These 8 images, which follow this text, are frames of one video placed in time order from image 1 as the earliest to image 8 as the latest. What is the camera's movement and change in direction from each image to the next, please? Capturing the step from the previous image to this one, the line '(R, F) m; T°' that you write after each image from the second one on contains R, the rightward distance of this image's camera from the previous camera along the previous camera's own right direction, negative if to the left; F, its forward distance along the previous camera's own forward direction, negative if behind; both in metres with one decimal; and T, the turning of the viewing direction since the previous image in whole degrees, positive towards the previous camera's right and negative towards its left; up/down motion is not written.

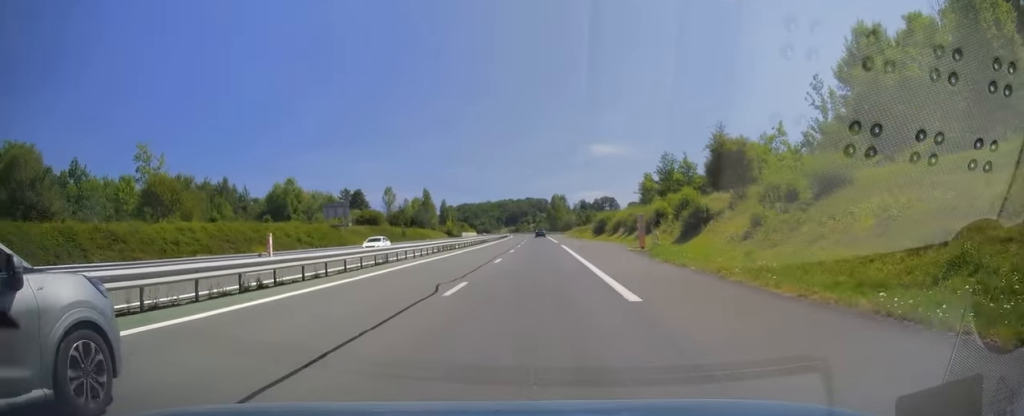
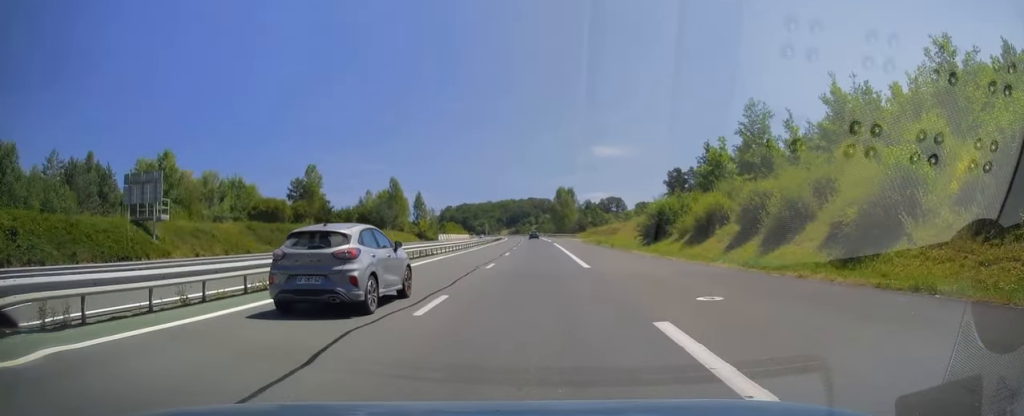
(0.0, +41.6) m; 0°
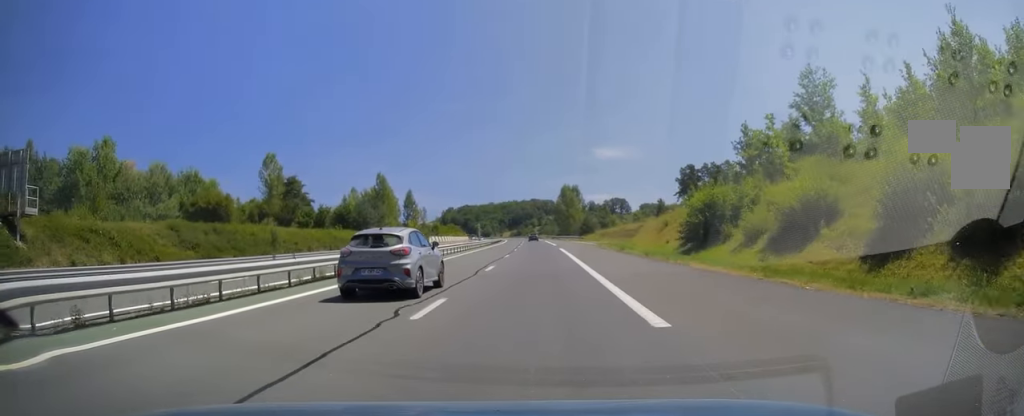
(0.0, +13.2) m; 0°
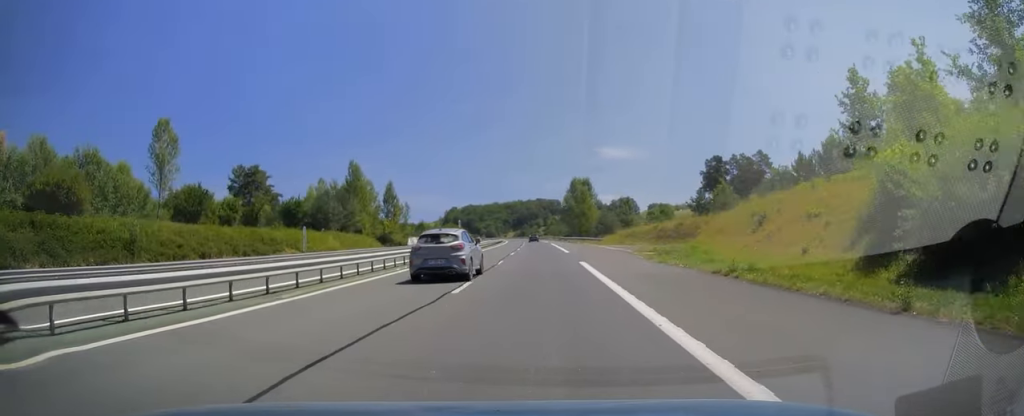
(0.0, +21.6) m; -1°
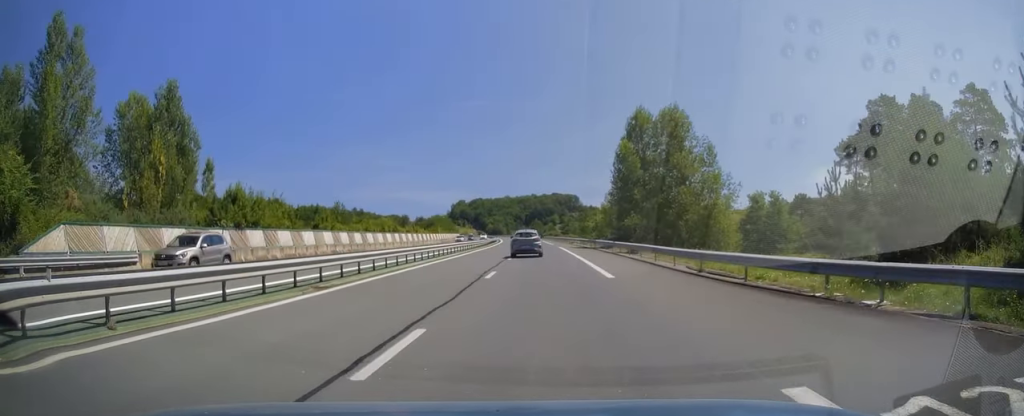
(-1.1, +72.9) m; -1°
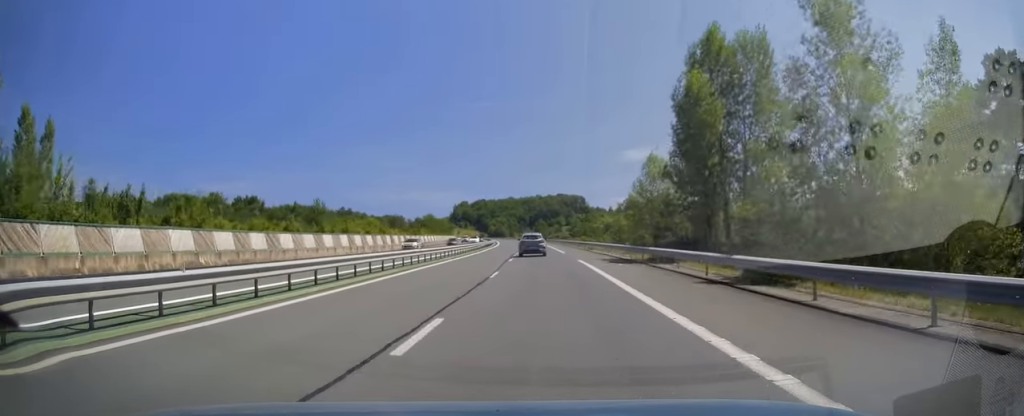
(-0.2, +24.5) m; -1°
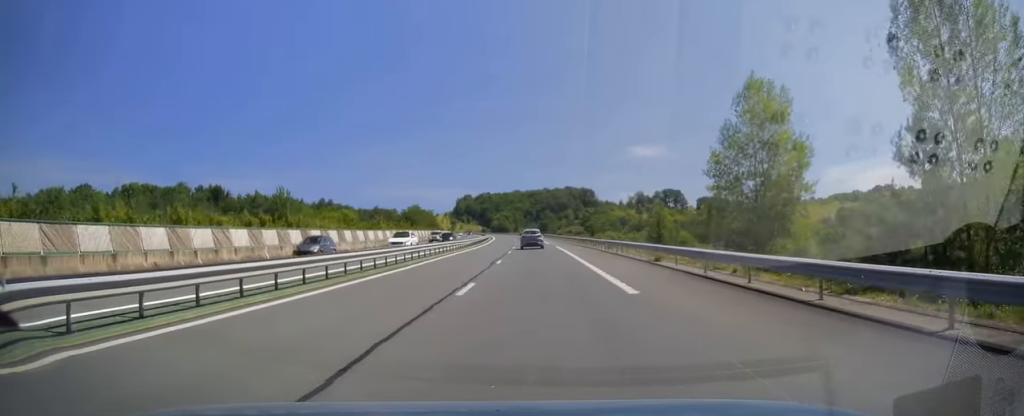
(-0.3, +32.5) m; 0°
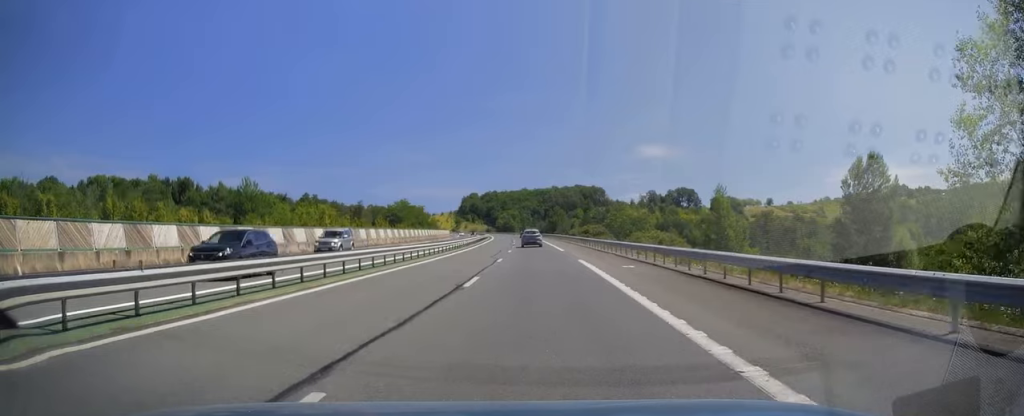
(0.0, +24.2) m; 0°
